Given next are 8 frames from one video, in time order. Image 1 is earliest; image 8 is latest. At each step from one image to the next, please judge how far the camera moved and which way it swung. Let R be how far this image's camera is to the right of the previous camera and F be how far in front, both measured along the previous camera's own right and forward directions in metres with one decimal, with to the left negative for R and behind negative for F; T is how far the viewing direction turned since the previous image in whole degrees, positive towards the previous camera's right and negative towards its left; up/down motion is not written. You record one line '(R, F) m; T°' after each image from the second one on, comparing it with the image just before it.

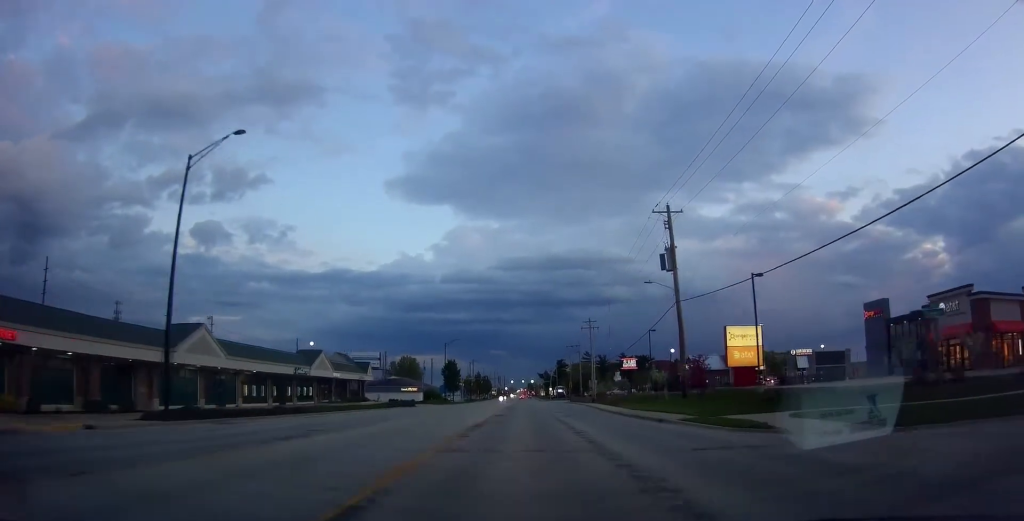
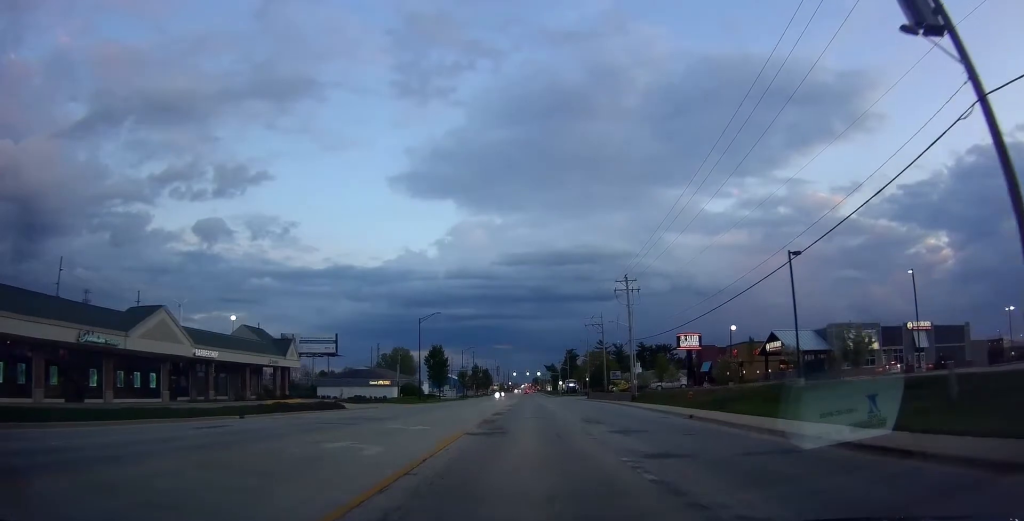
(0.0, +32.9) m; -1°
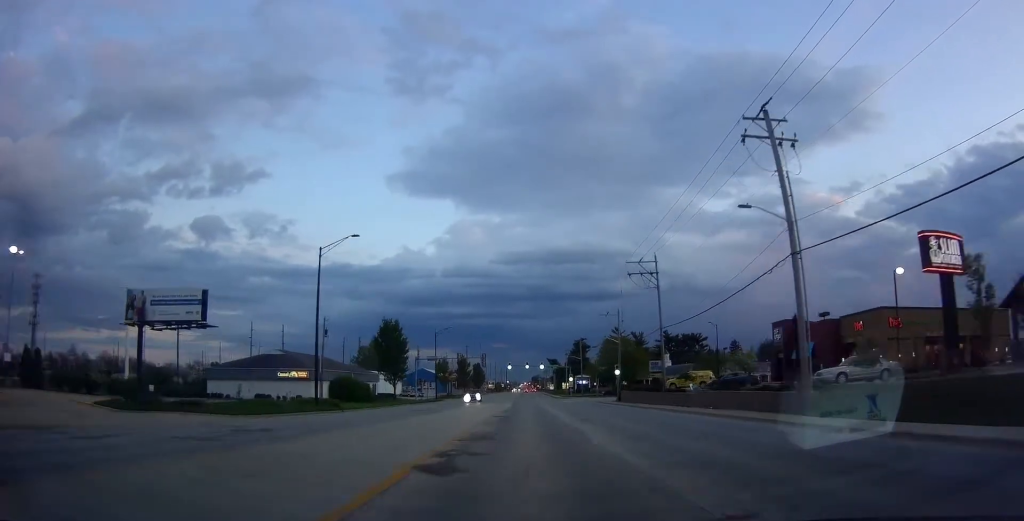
(-0.9, +43.3) m; -1°
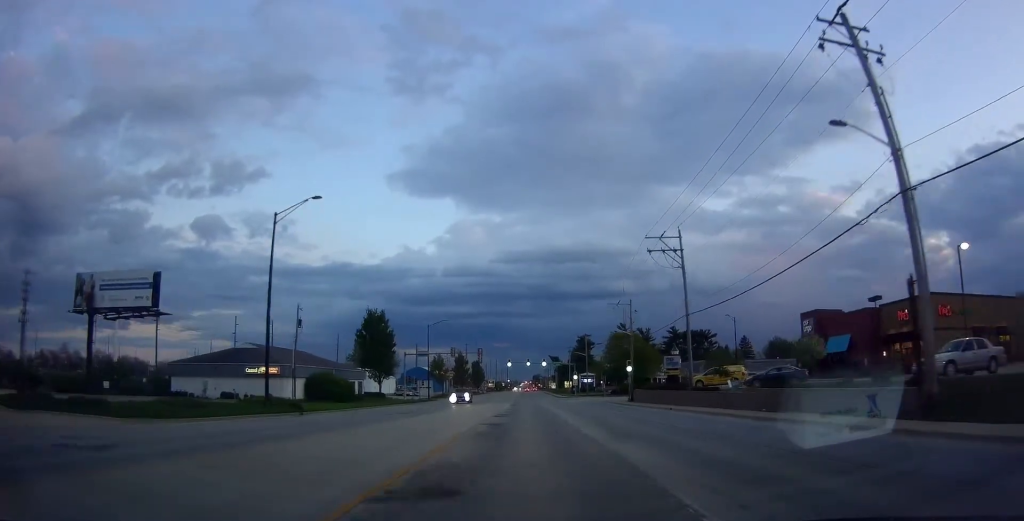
(+0.1, +8.5) m; +1°
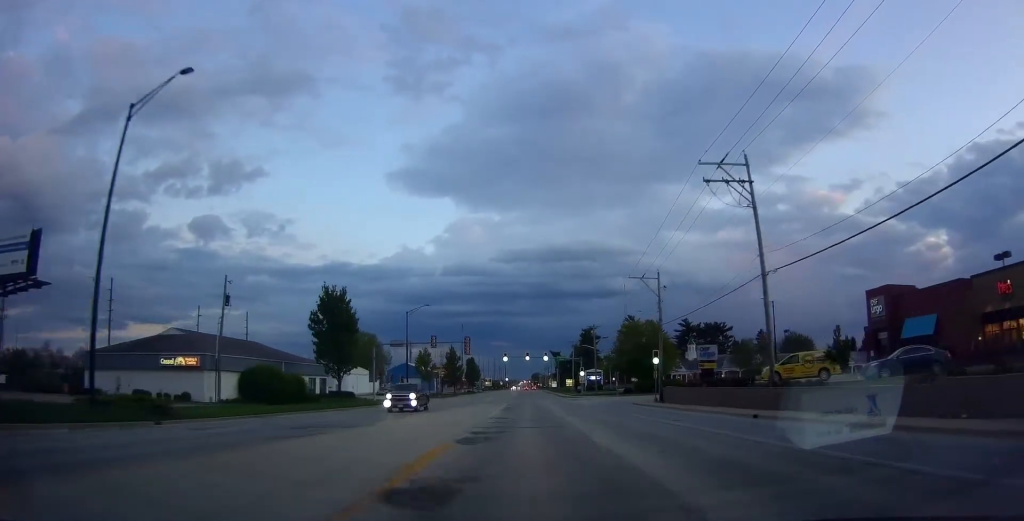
(+0.1, +16.4) m; +1°
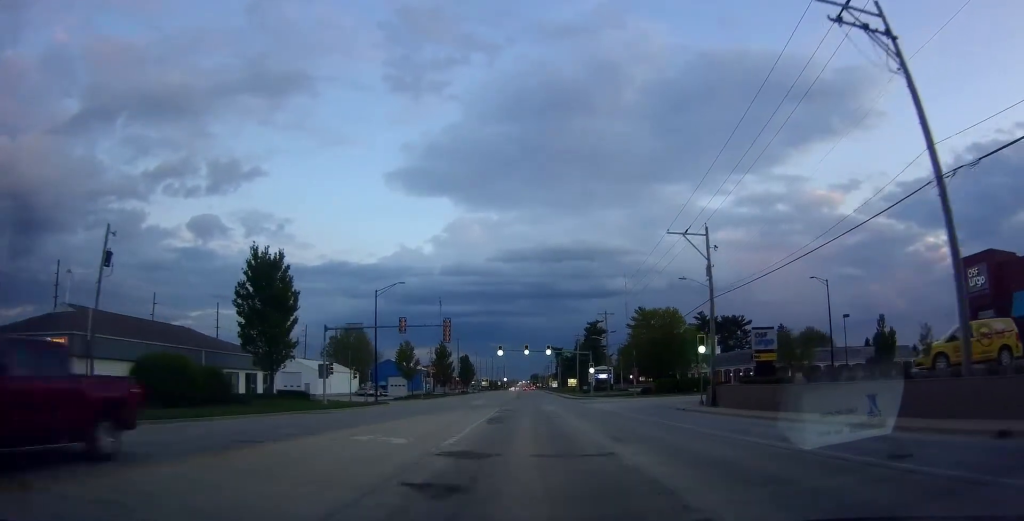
(0.0, +16.3) m; 0°
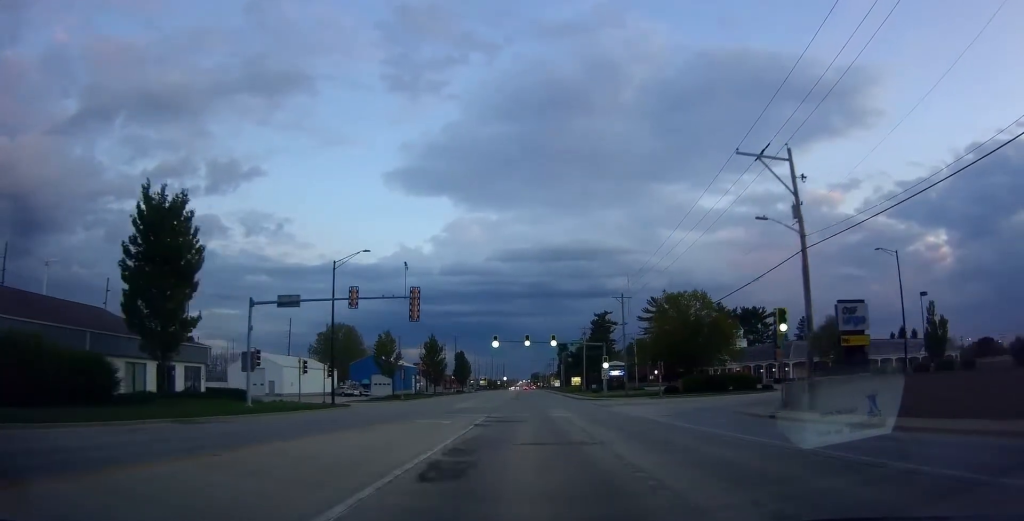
(0.0, +14.4) m; -1°
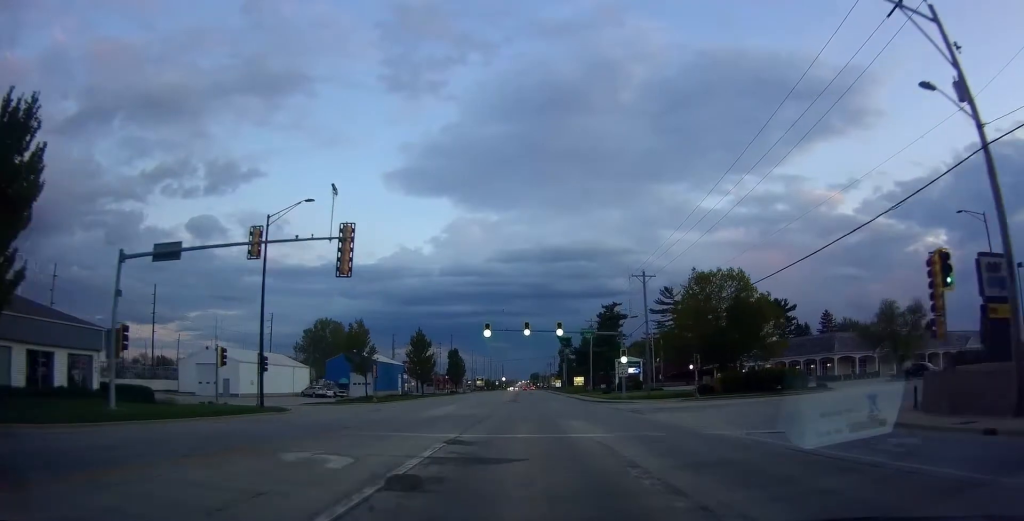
(-0.3, +14.3) m; 0°
